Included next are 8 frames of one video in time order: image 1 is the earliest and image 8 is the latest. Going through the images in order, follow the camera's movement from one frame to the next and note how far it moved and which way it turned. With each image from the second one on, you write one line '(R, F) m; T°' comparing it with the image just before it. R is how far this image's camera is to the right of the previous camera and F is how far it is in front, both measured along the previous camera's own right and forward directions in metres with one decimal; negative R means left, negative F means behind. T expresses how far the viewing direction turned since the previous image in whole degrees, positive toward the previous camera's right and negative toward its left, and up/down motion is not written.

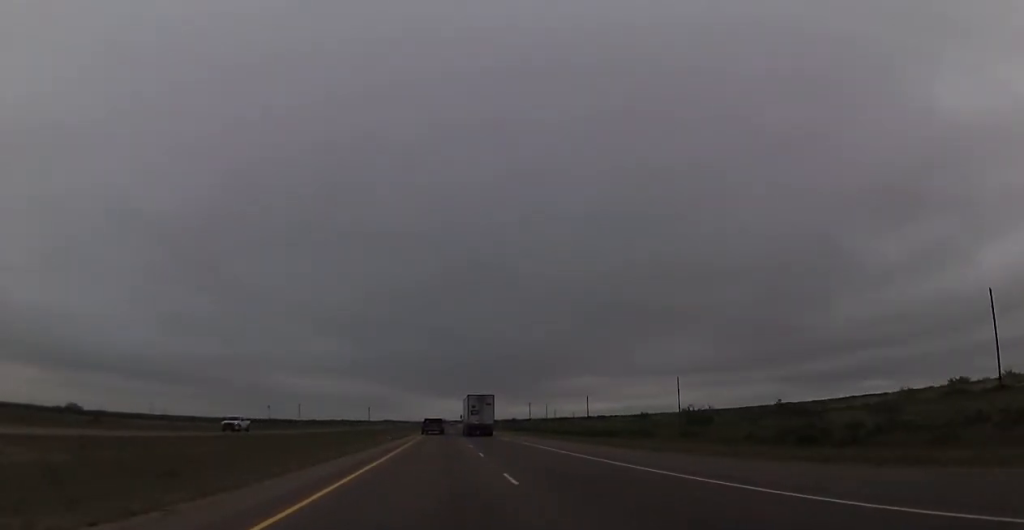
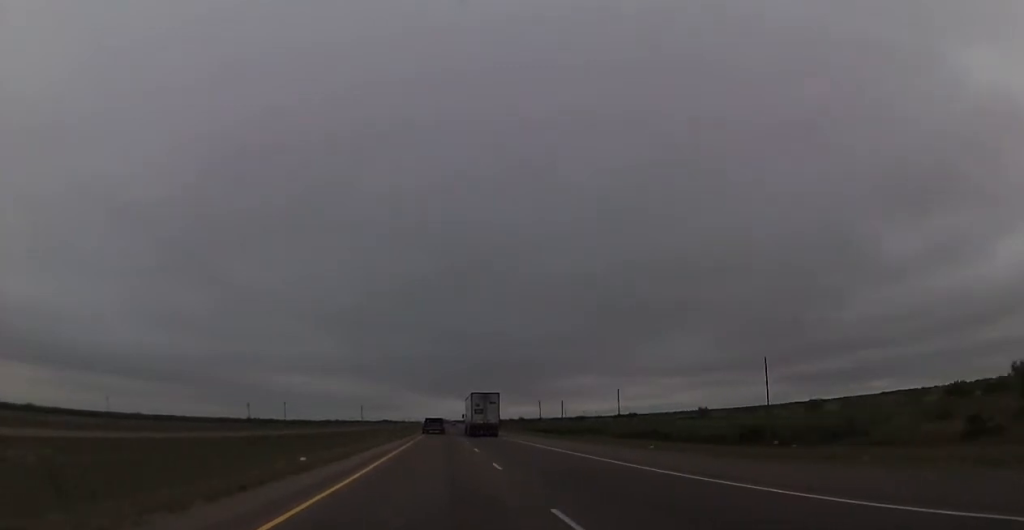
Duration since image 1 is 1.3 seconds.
(0.0, +43.7) m; 0°
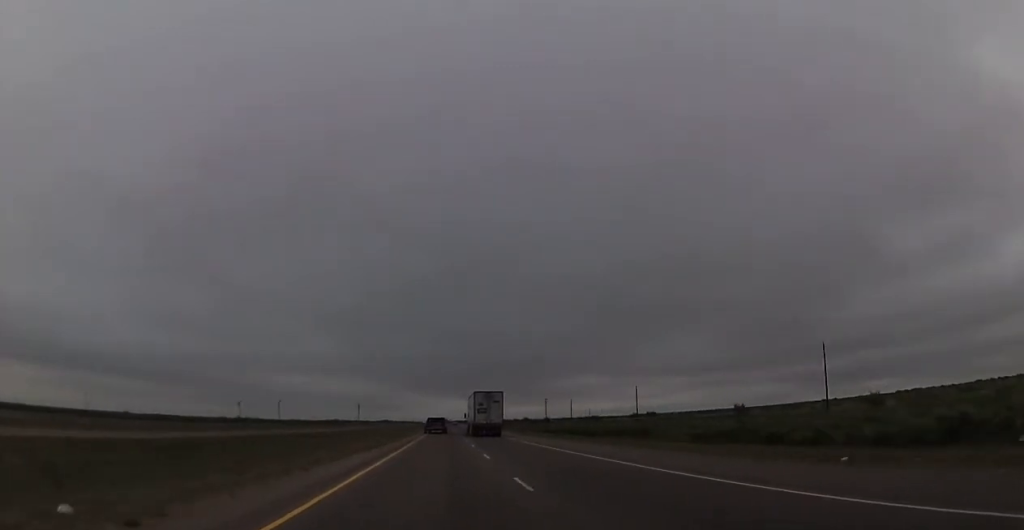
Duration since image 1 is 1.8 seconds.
(0.0, +18.4) m; 0°
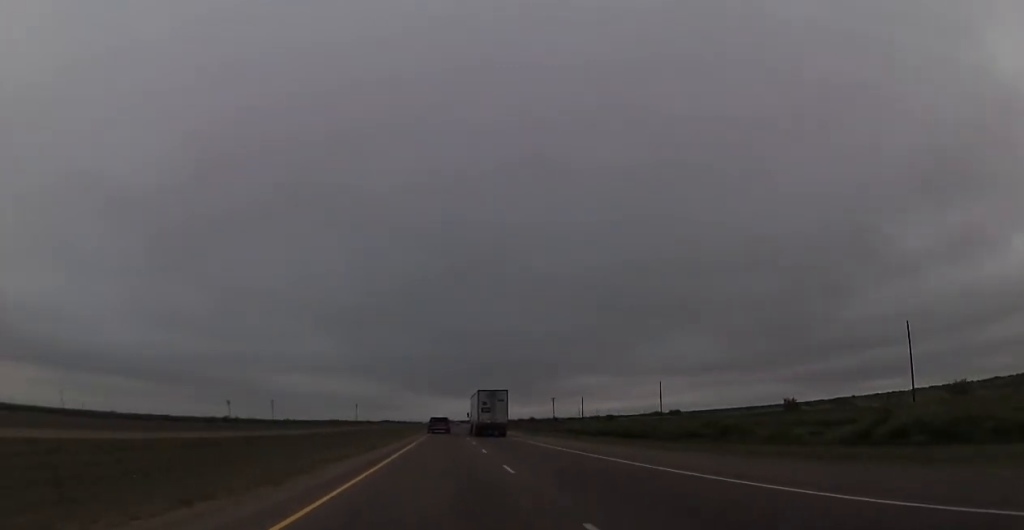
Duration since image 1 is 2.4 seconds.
(+0.3, +19.5) m; 0°
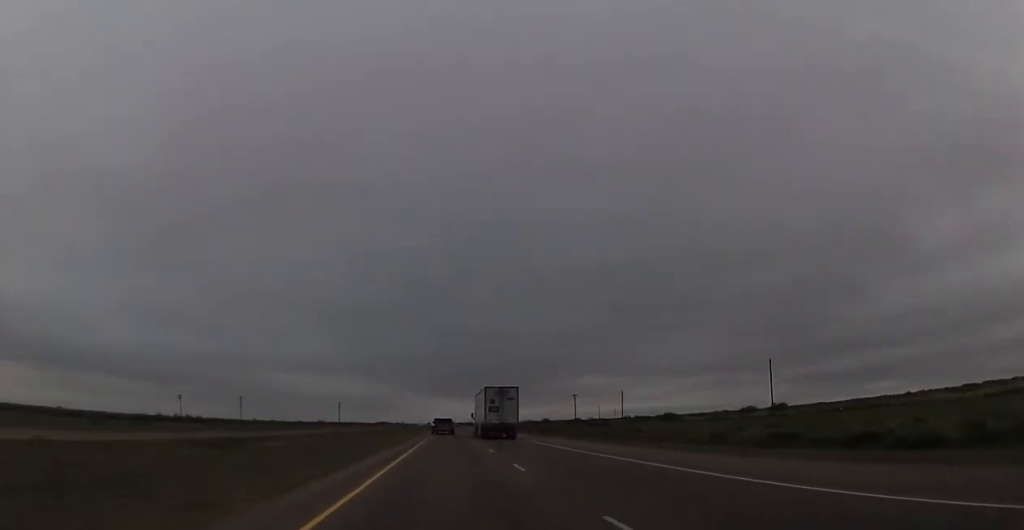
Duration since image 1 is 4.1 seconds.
(-0.6, +59.9) m; -1°
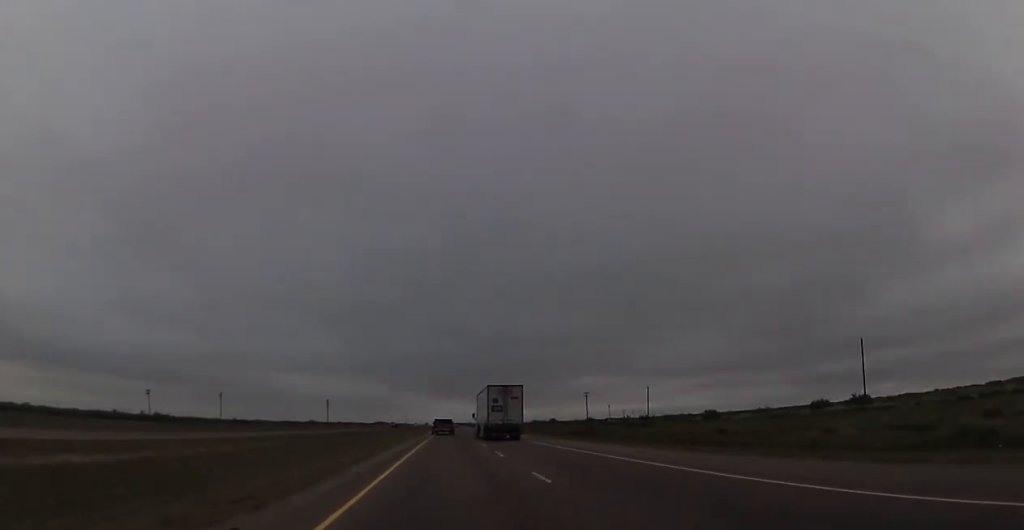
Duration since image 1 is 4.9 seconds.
(0.0, +27.8) m; 0°
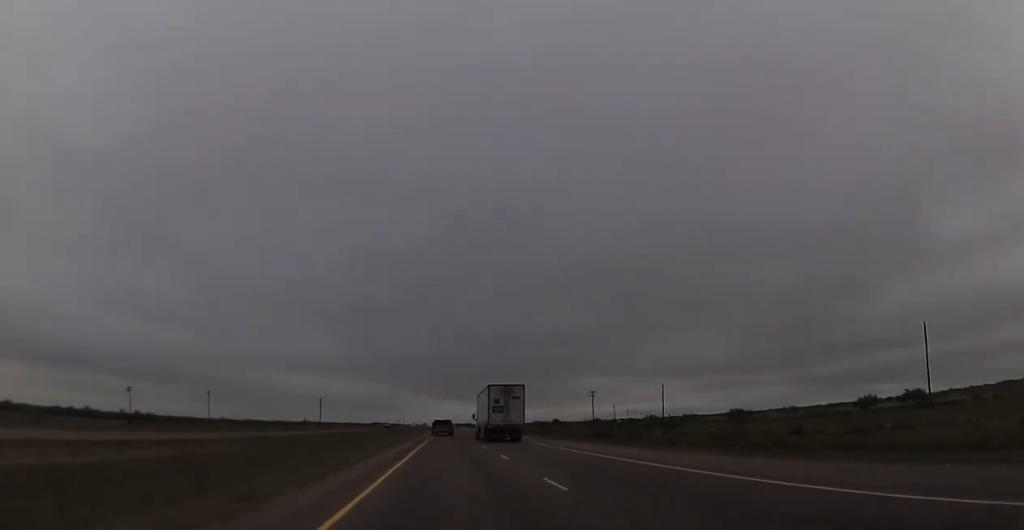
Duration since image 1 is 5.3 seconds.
(-0.1, +13.9) m; 0°
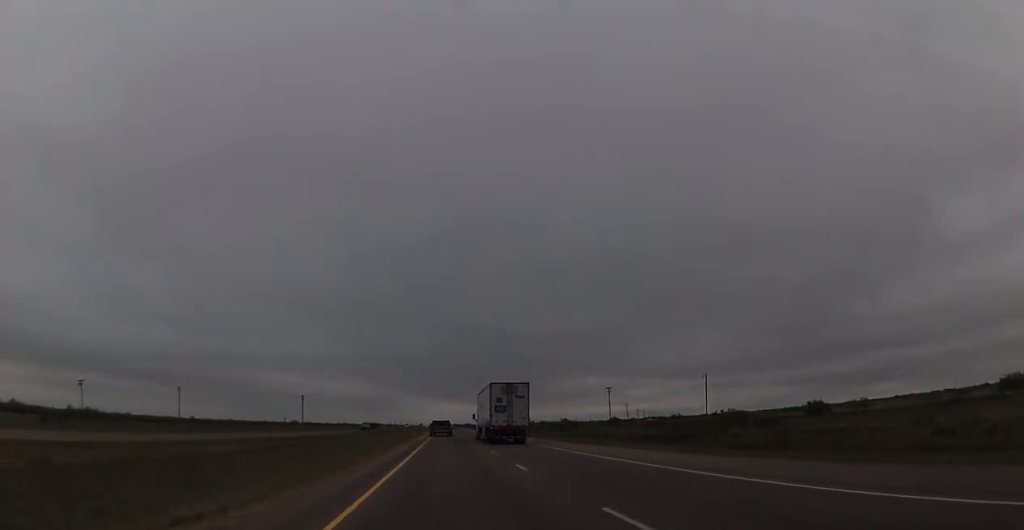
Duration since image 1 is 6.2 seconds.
(+0.3, +30.1) m; 0°
